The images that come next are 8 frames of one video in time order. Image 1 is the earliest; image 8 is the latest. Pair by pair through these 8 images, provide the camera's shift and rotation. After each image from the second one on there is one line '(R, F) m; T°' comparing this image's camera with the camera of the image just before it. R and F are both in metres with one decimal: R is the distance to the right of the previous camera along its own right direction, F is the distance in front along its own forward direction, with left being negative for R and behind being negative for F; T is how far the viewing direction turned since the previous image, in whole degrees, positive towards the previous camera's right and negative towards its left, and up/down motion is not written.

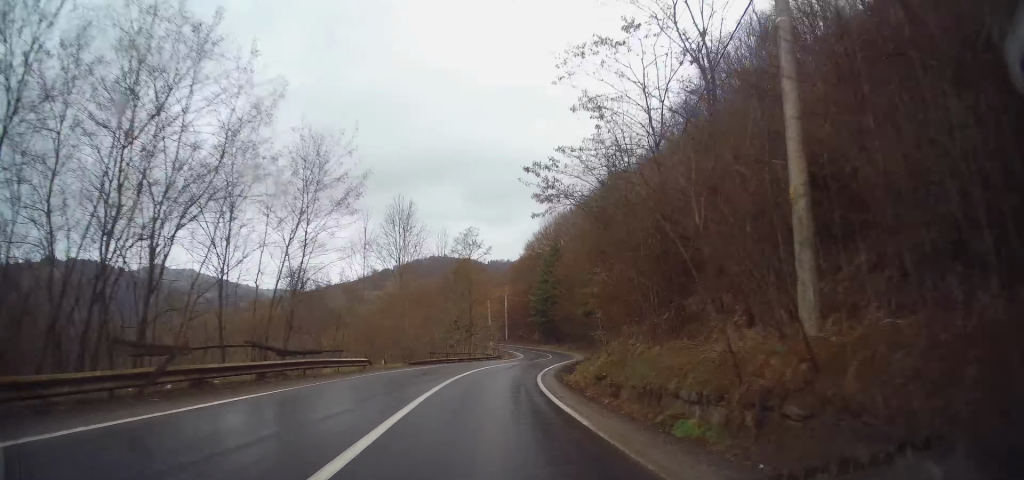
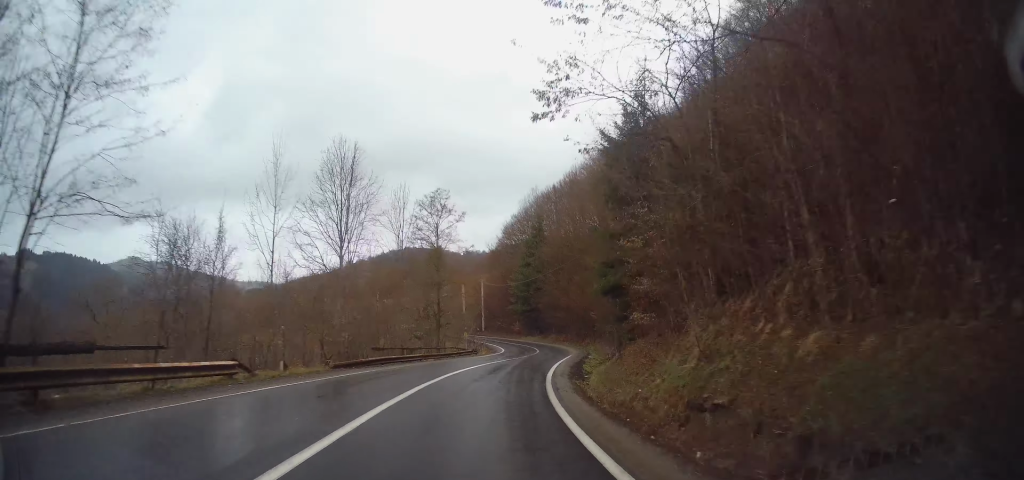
(+0.1, +10.6) m; +1°
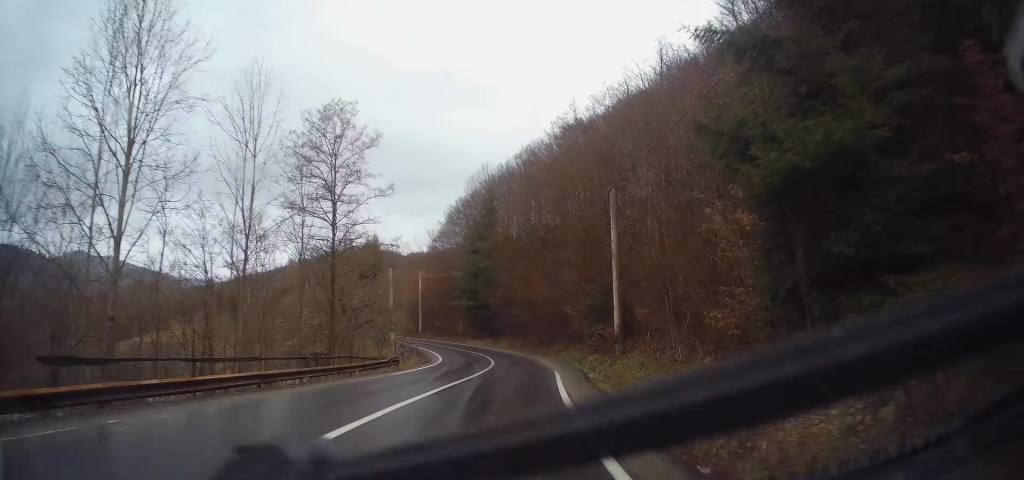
(+0.1, +16.3) m; +4°
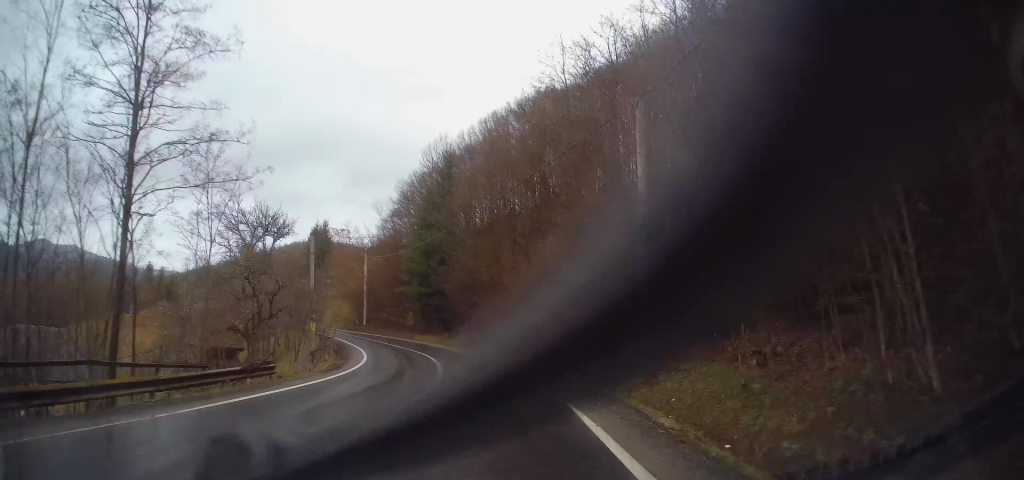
(+0.5, +13.0) m; +2°
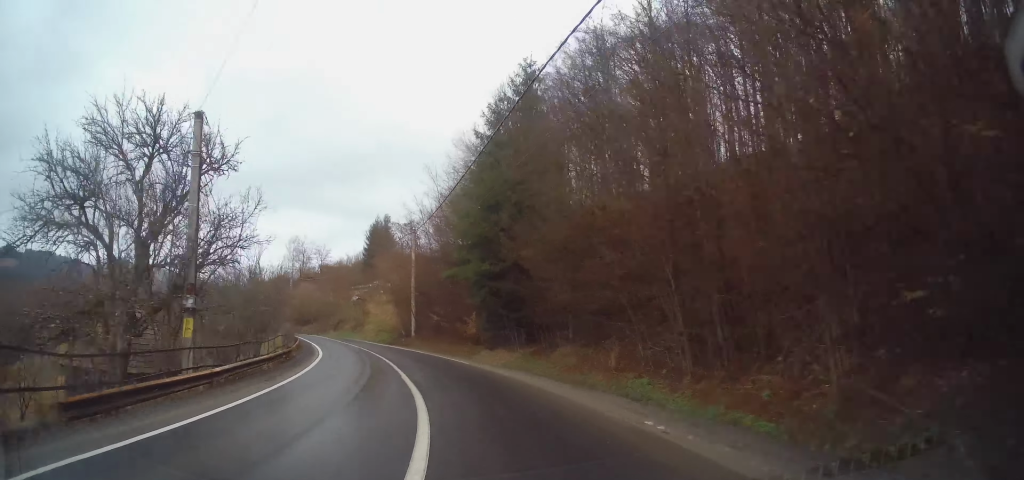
(+0.3, +25.1) m; -10°
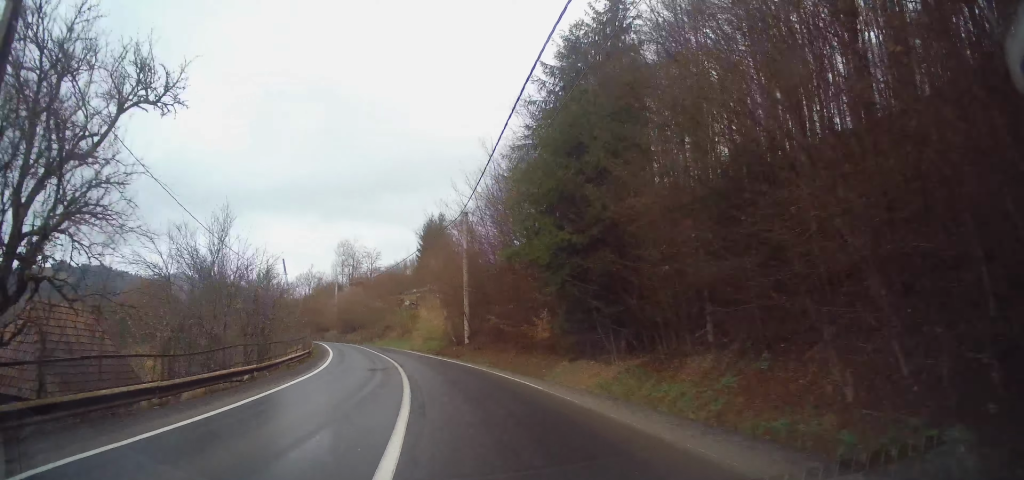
(-0.4, +10.9) m; -5°
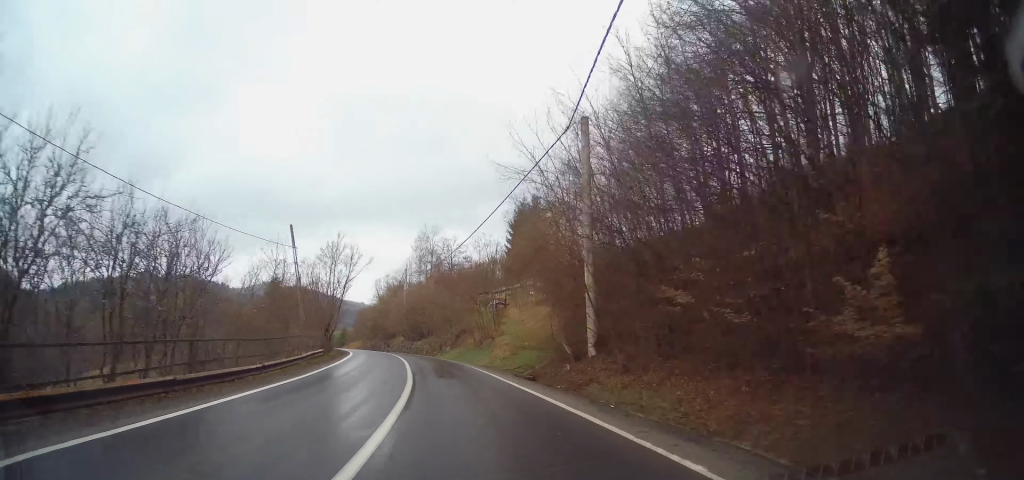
(-2.4, +23.3) m; +1°
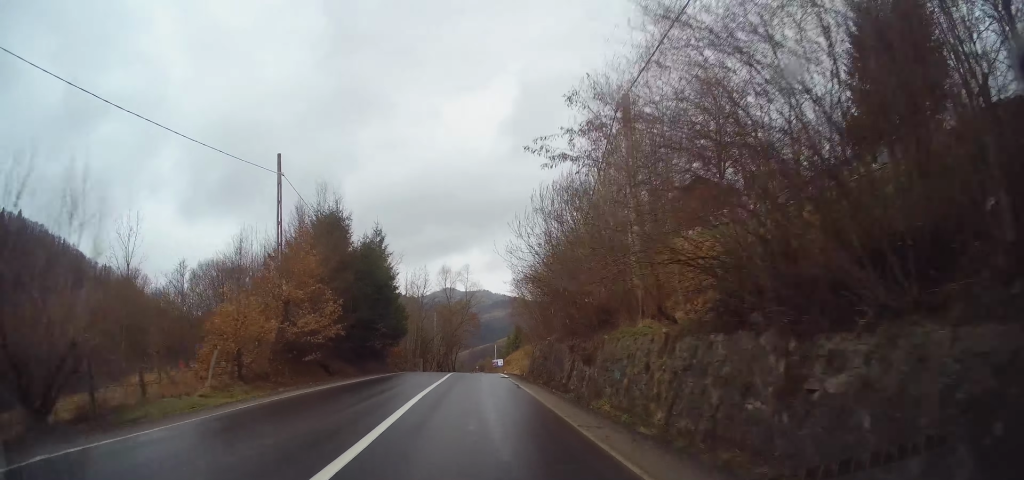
(-11.8, +64.8) m; -25°
